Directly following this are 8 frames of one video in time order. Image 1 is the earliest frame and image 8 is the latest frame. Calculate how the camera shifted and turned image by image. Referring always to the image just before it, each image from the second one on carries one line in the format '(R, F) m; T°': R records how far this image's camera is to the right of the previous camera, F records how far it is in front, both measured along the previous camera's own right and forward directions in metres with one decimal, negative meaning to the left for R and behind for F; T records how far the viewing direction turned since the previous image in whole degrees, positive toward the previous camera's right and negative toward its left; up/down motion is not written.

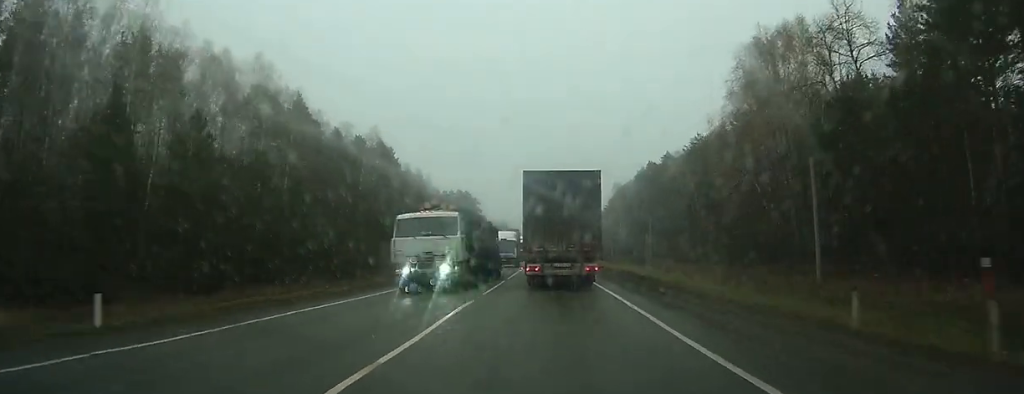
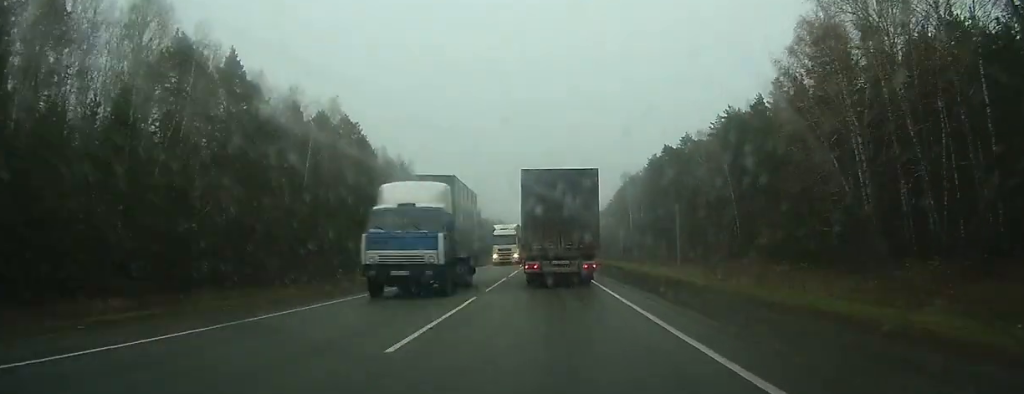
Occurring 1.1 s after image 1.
(0.0, +23.2) m; 0°
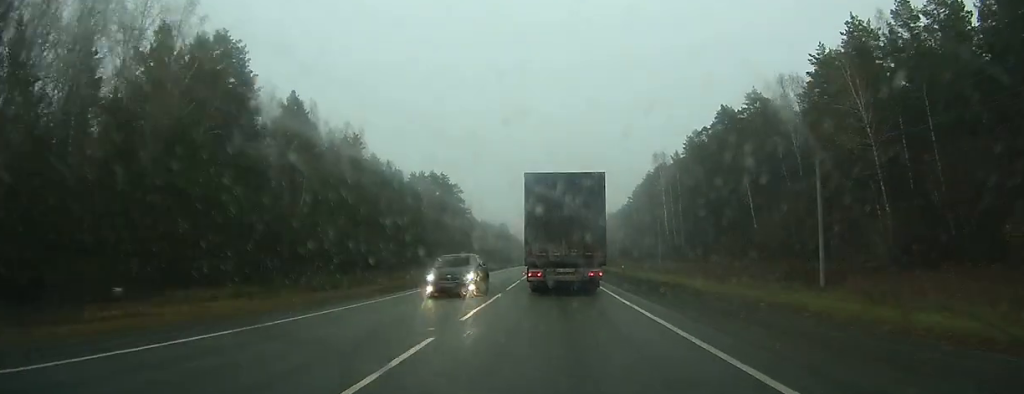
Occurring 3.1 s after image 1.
(+0.1, +43.5) m; 0°
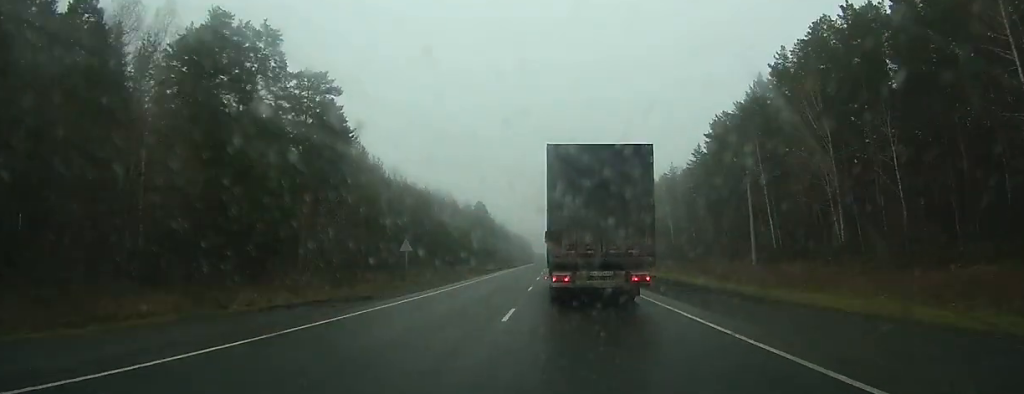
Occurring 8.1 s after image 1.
(-0.3, +113.7) m; 0°
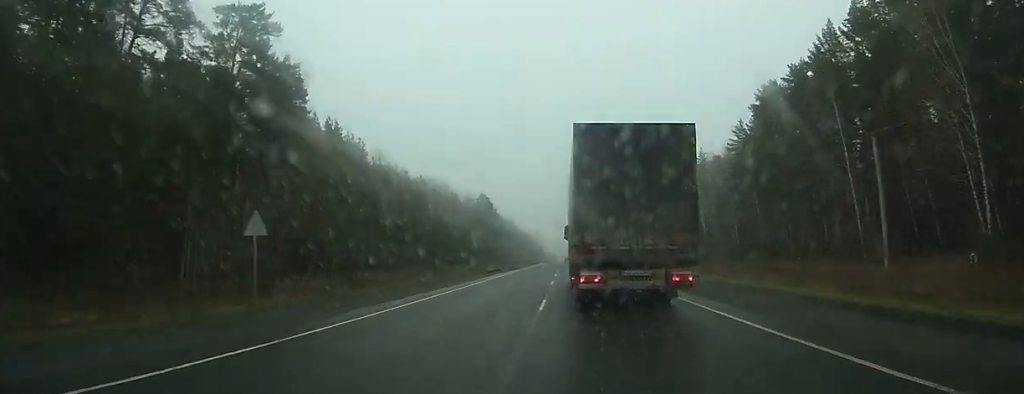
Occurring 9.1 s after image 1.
(+0.1, +22.0) m; 0°
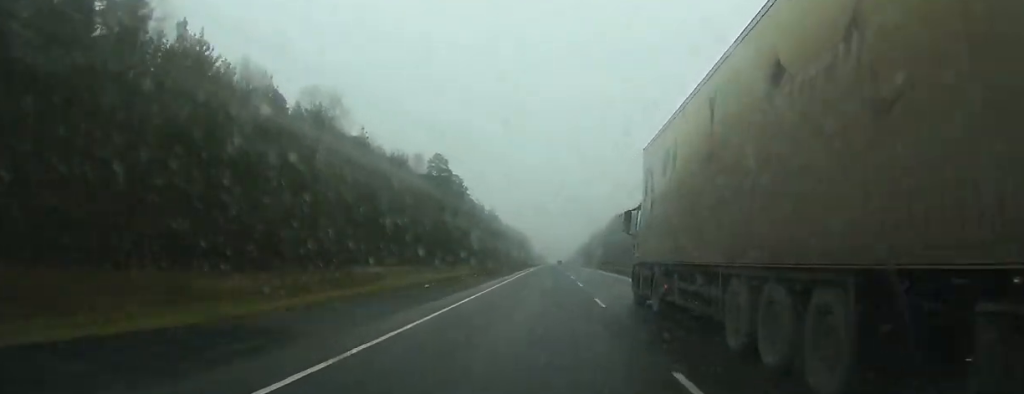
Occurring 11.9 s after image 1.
(-0.4, +69.7) m; 0°
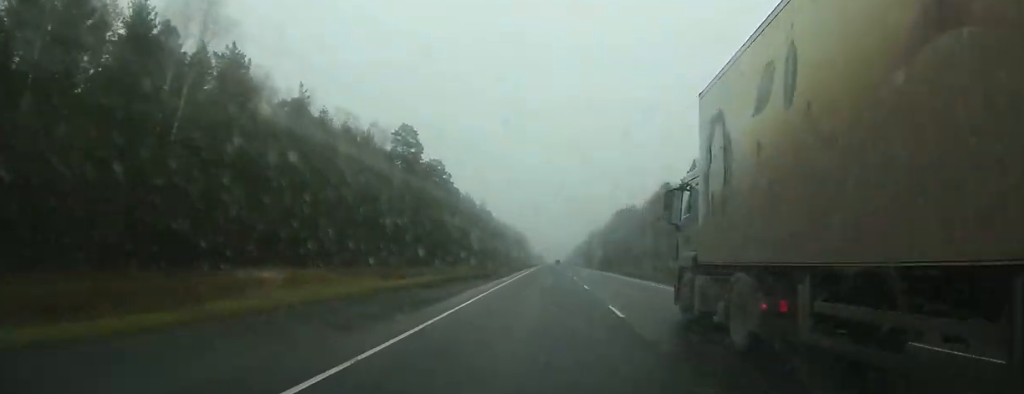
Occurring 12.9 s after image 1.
(0.0, +25.8) m; 0°
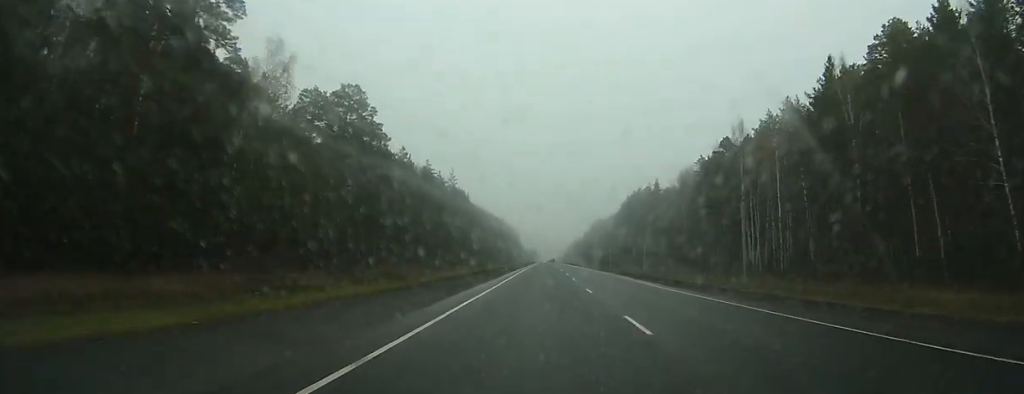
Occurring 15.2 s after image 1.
(+0.4, +61.8) m; +1°
